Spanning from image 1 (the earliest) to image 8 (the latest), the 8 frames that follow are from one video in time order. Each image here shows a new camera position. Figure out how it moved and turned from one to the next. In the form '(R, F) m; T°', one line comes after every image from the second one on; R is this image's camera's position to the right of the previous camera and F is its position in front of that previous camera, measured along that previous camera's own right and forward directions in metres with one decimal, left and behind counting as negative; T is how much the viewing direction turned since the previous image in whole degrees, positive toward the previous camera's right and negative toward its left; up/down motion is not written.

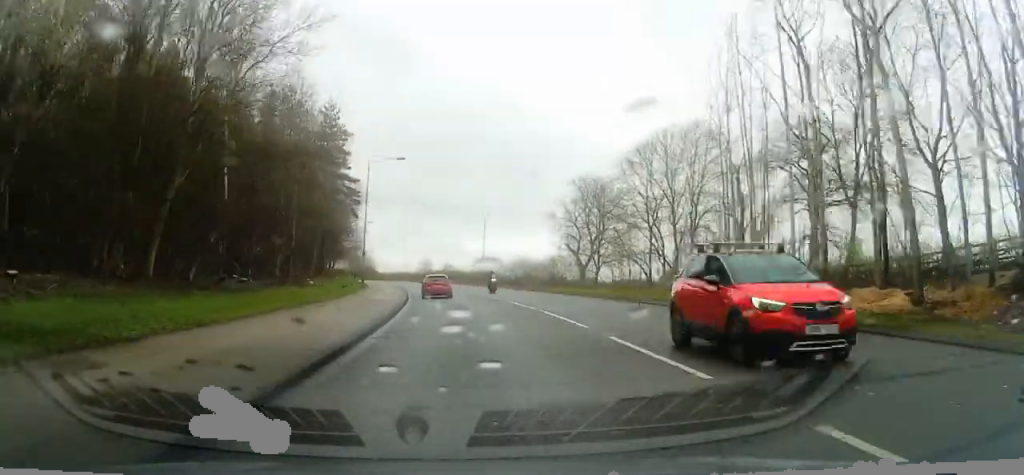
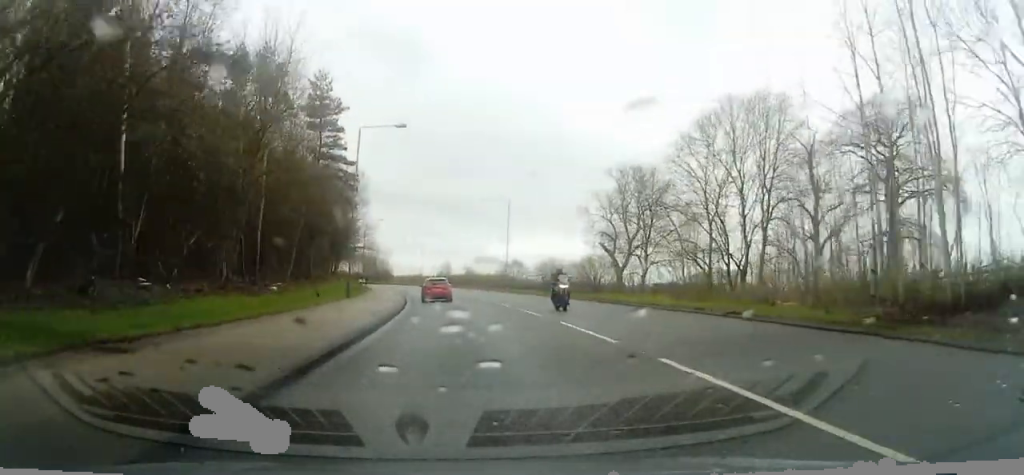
(+0.3, +12.3) m; 0°
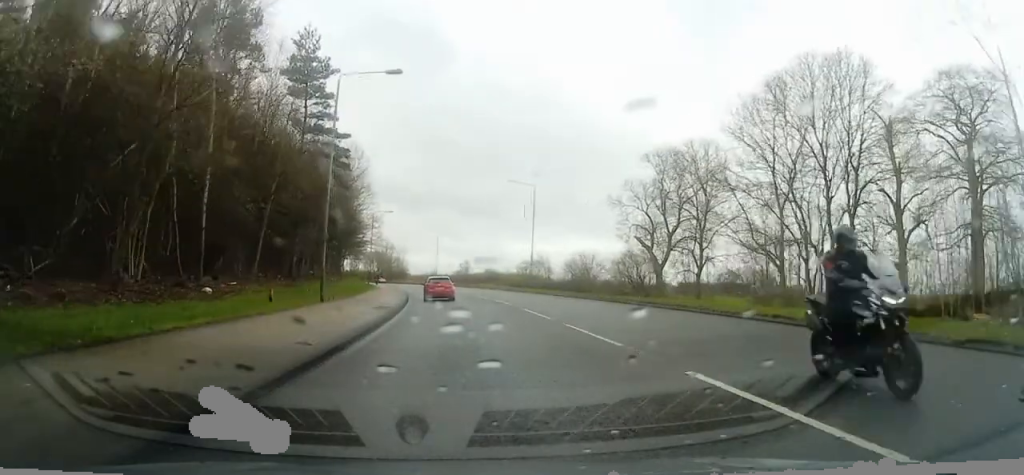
(+1.0, +10.5) m; 0°
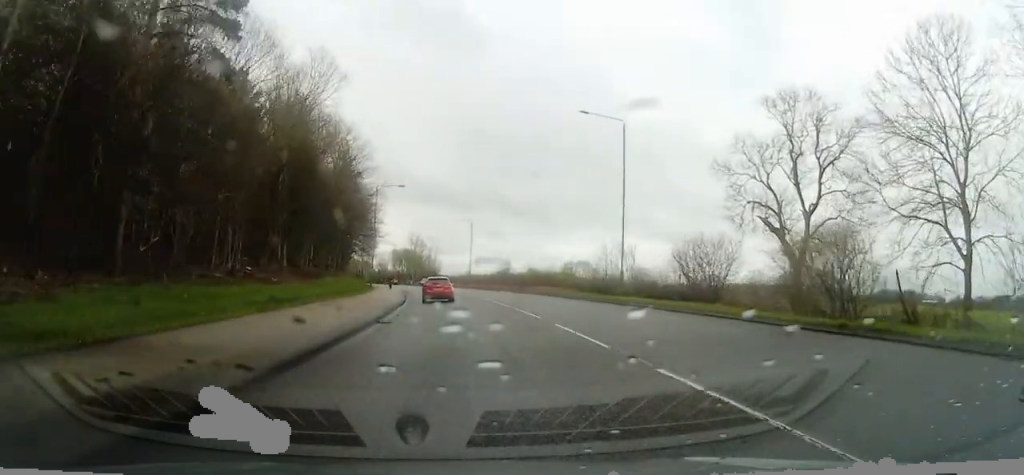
(-3.3, +26.9) m; -8°
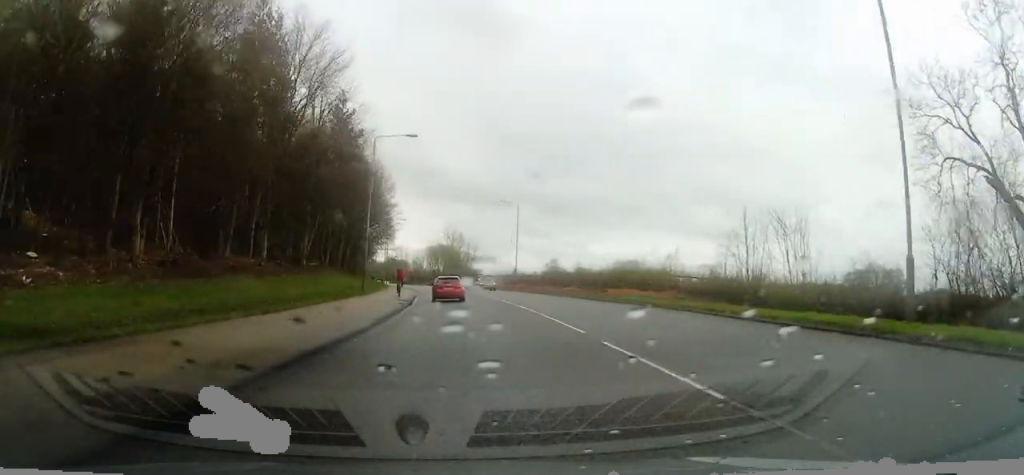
(+0.3, +23.6) m; -3°
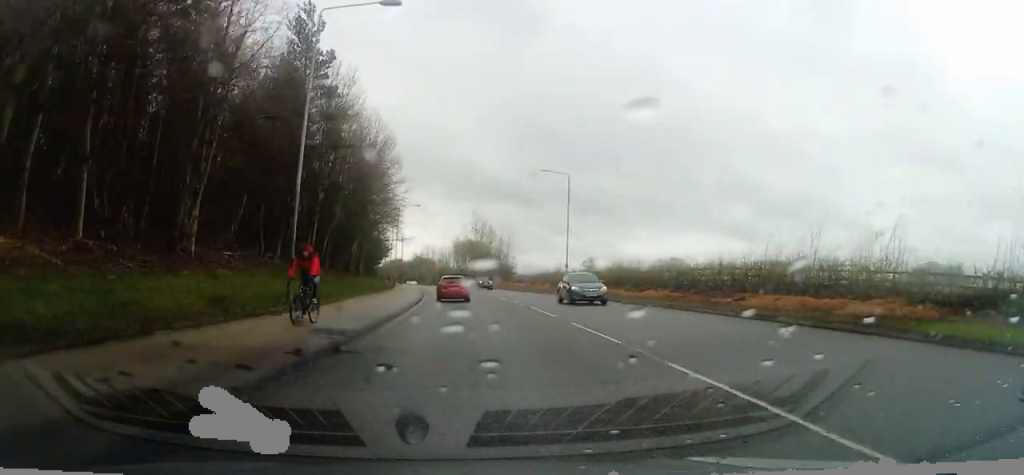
(-1.5, +21.7) m; -2°
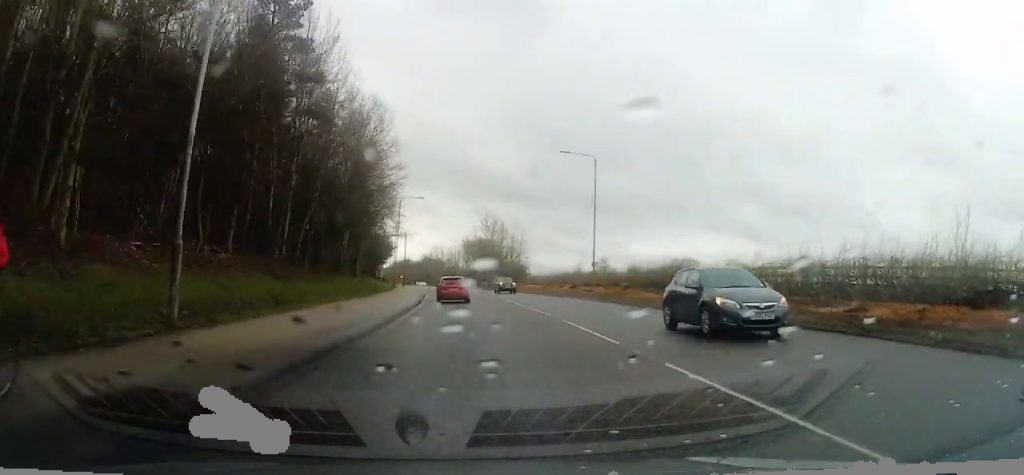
(+0.4, +8.7) m; +2°
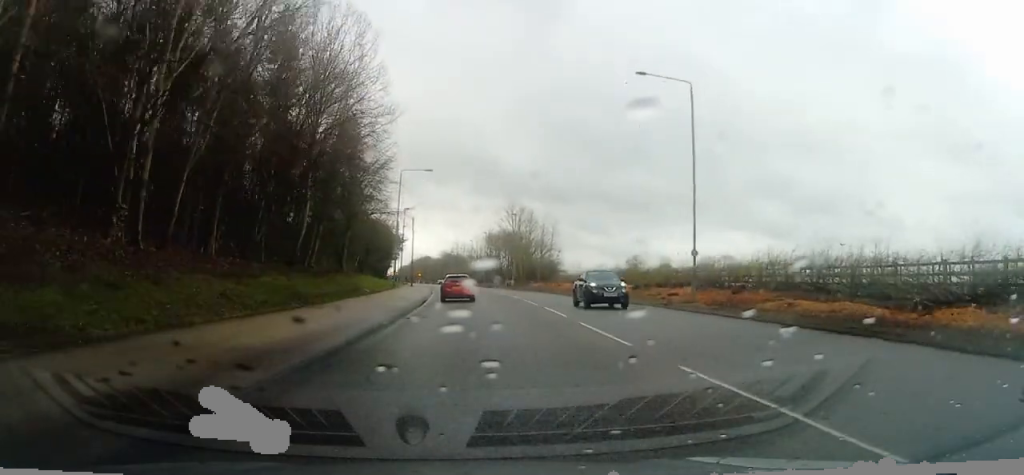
(+0.4, +18.4) m; -3°
